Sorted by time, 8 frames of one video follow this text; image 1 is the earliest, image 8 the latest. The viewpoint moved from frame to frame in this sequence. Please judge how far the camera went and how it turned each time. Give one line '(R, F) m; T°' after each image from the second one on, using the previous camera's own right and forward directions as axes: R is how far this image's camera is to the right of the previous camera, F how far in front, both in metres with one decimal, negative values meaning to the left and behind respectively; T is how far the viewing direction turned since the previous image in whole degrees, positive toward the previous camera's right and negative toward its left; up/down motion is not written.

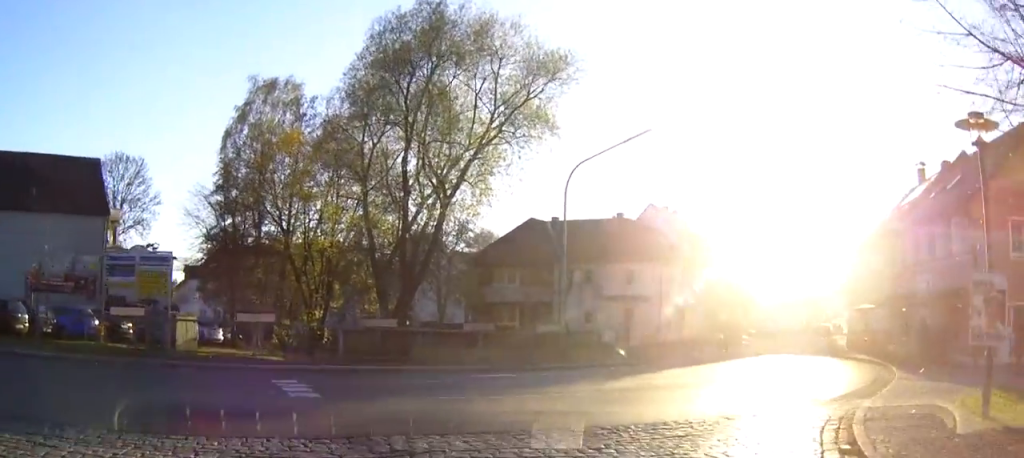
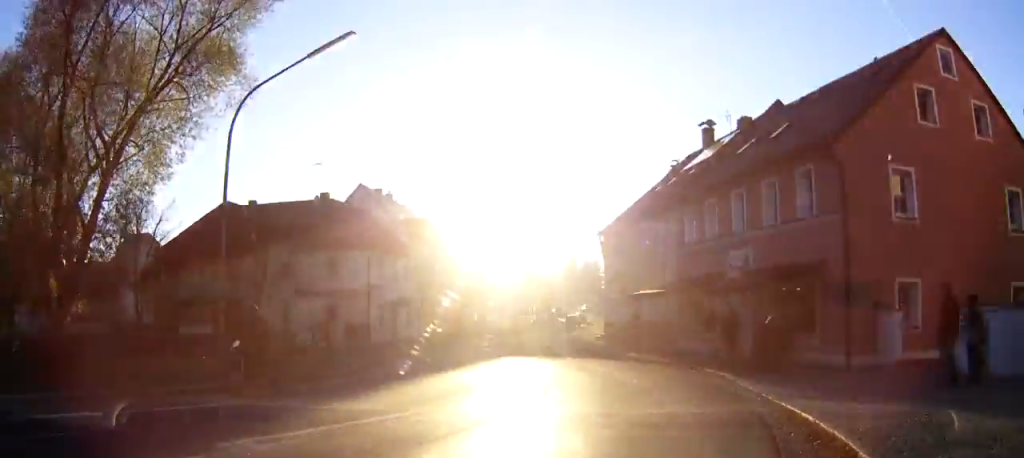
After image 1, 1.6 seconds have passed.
(+1.0, +9.4) m; +13°
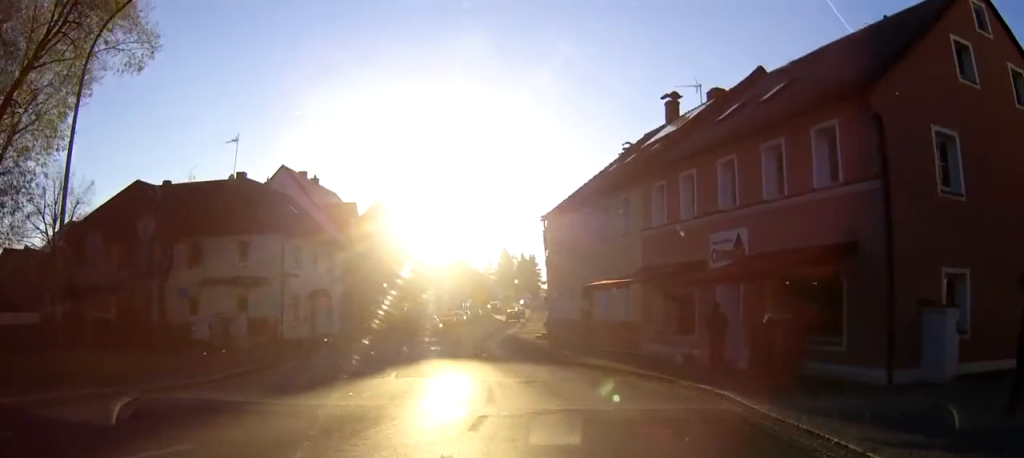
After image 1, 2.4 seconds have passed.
(+0.4, +5.2) m; +6°
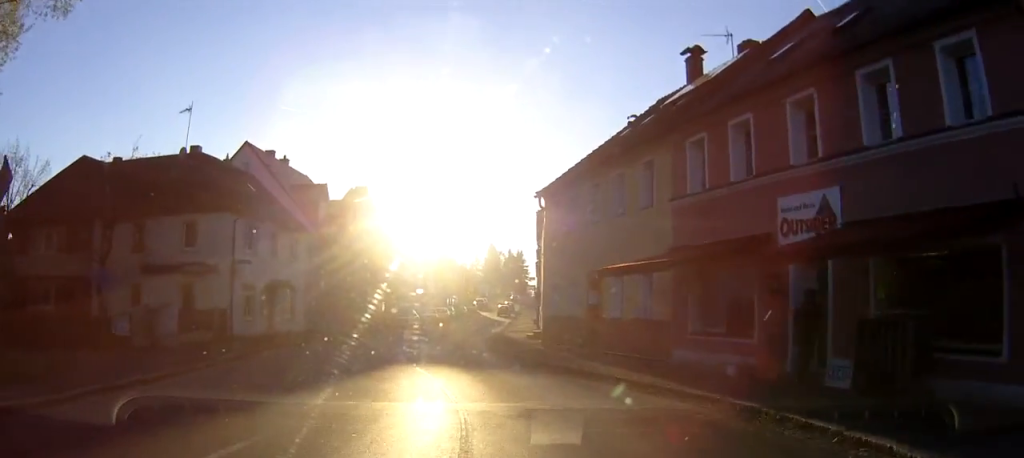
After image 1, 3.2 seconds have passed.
(+0.1, +5.6) m; +2°
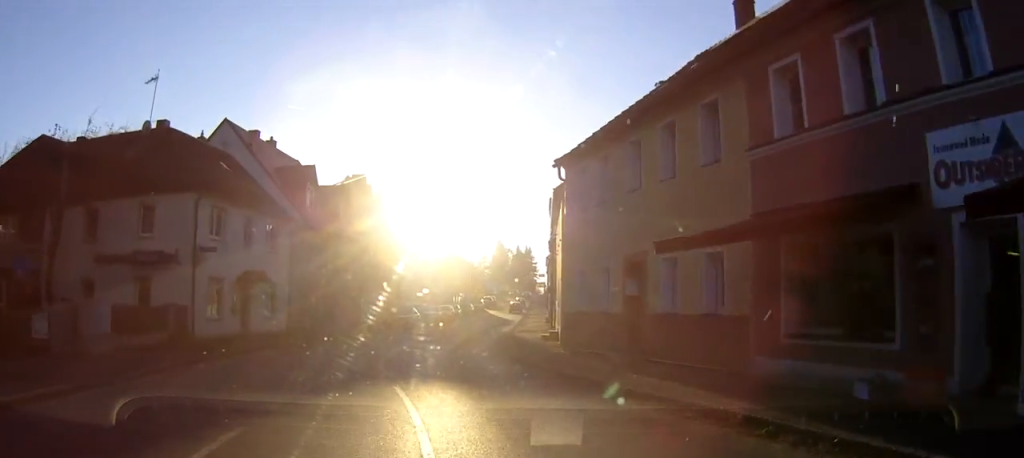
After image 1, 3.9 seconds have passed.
(0.0, +5.1) m; 0°
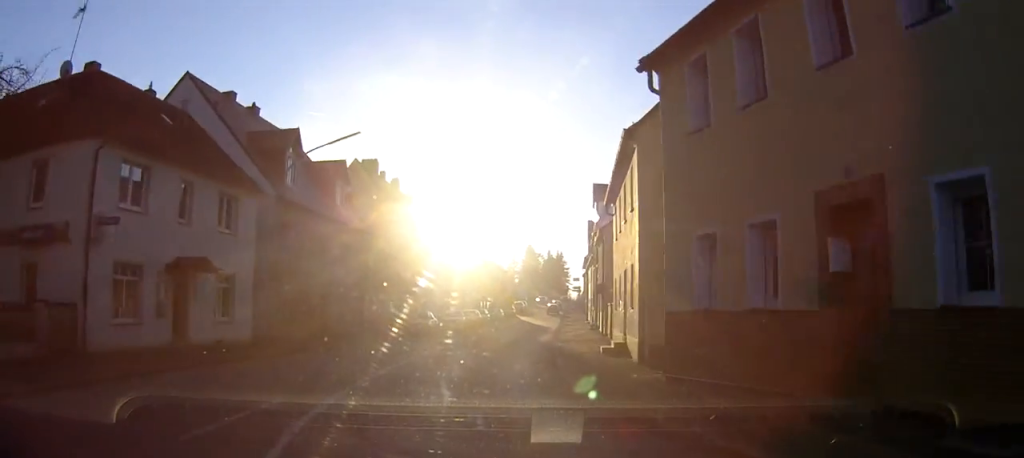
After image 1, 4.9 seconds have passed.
(0.0, +8.8) m; 0°
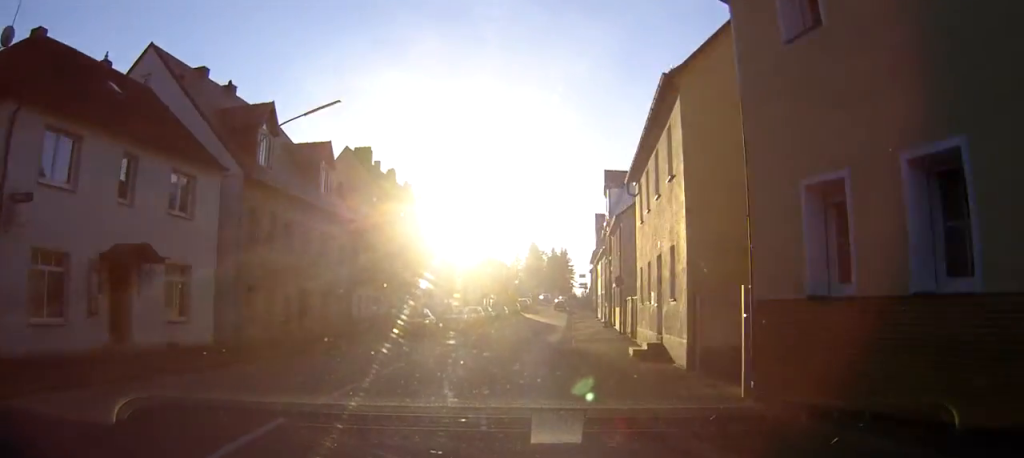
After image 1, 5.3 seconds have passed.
(0.0, +3.8) m; 0°
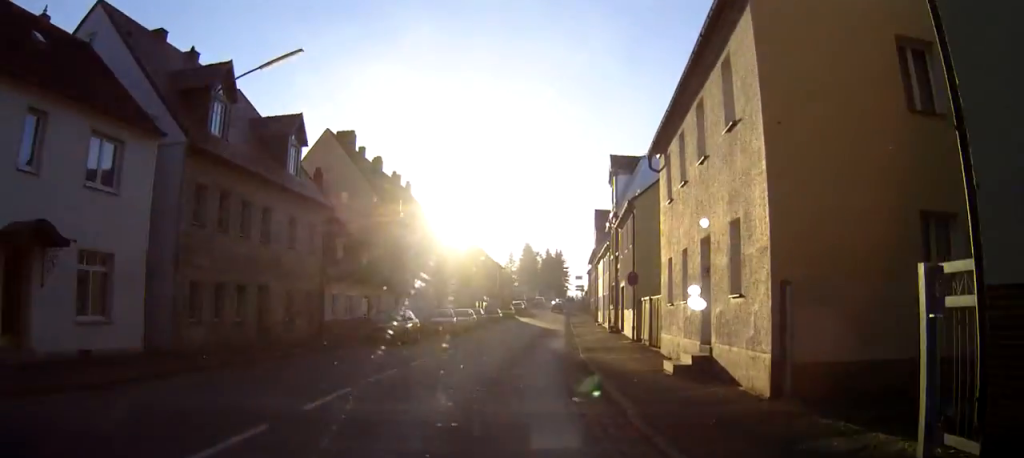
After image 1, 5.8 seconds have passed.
(0.0, +4.4) m; 0°
